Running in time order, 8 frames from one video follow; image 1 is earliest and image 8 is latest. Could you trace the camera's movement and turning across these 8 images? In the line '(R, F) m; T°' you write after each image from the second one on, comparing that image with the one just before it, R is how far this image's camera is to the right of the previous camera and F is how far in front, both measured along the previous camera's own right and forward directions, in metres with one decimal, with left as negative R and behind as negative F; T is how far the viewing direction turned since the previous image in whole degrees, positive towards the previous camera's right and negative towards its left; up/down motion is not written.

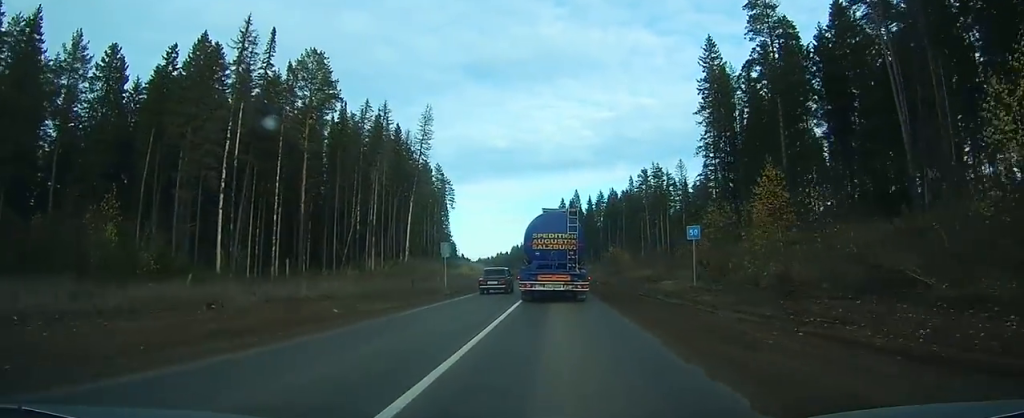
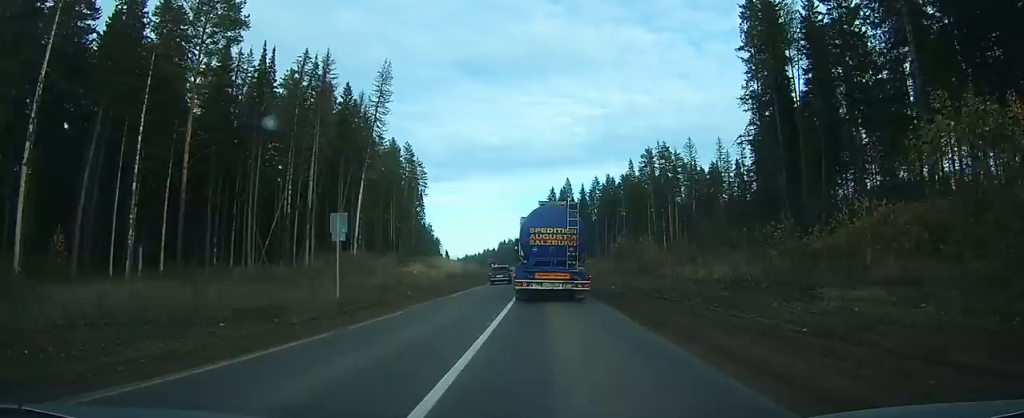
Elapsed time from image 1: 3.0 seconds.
(-0.3, +22.2) m; -1°
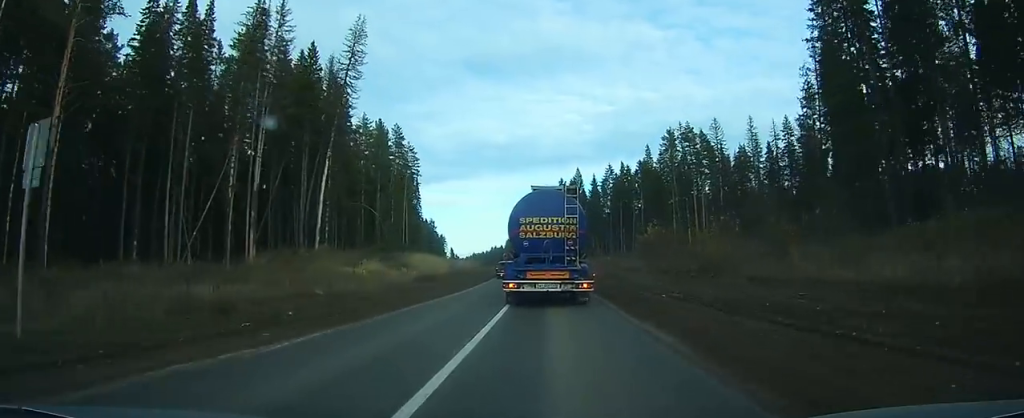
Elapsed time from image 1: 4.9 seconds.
(0.0, +16.0) m; -1°
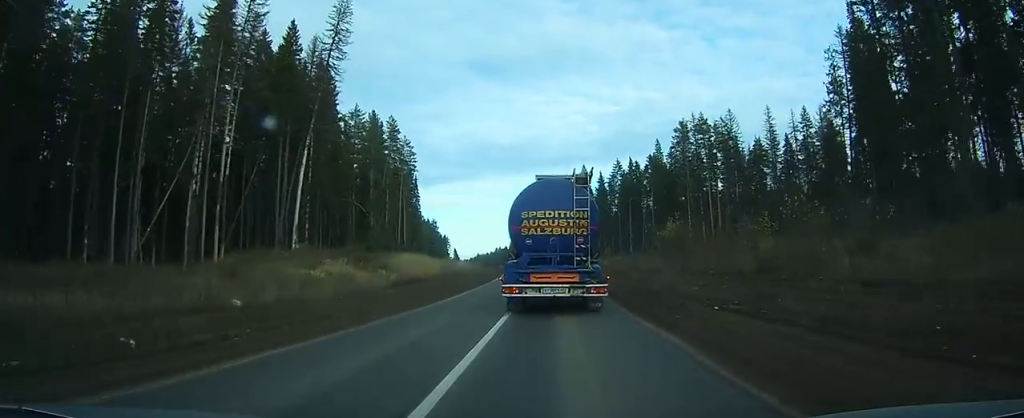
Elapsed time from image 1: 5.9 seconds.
(-0.1, +7.8) m; 0°
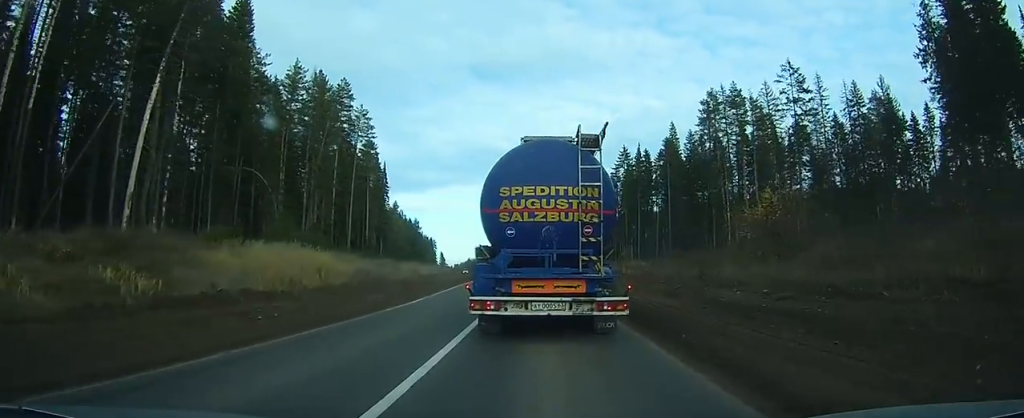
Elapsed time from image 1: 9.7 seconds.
(+0.3, +29.9) m; +1°
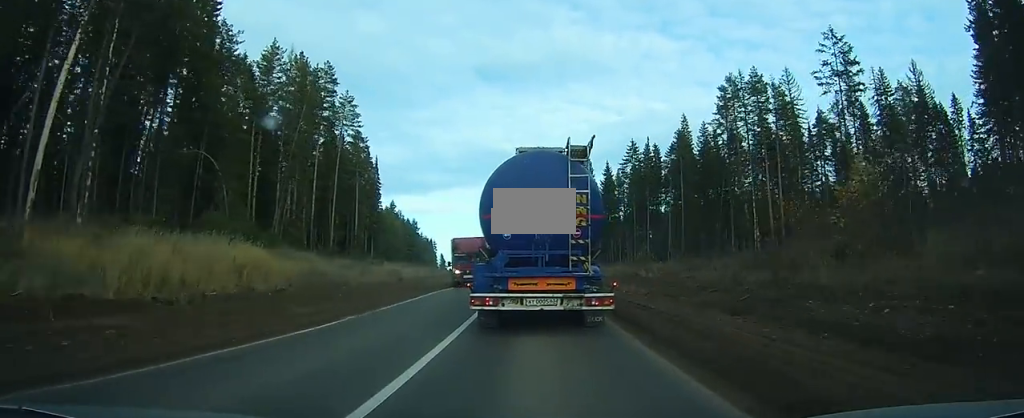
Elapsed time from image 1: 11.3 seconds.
(0.0, +10.7) m; 0°
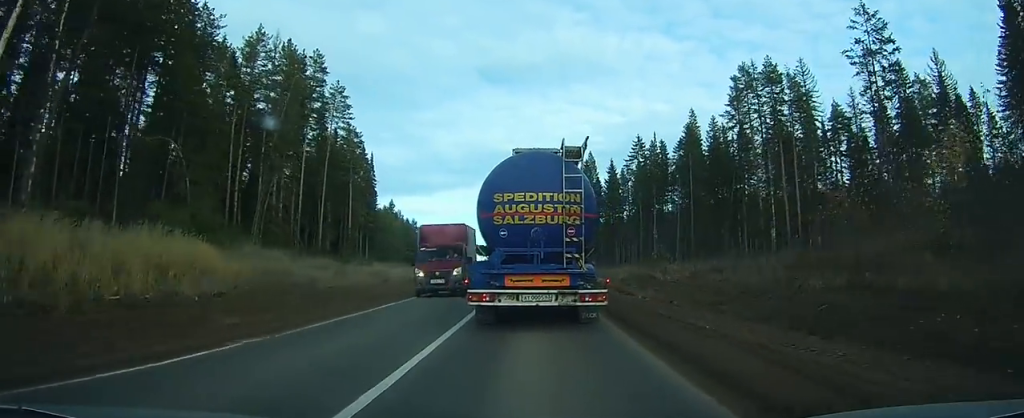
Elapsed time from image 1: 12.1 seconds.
(0.0, +5.4) m; 0°
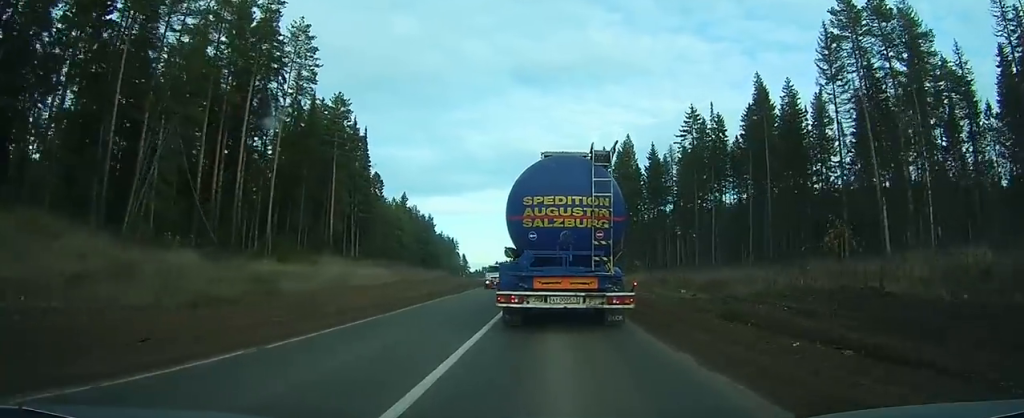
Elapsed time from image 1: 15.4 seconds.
(-0.4, +23.1) m; -2°
